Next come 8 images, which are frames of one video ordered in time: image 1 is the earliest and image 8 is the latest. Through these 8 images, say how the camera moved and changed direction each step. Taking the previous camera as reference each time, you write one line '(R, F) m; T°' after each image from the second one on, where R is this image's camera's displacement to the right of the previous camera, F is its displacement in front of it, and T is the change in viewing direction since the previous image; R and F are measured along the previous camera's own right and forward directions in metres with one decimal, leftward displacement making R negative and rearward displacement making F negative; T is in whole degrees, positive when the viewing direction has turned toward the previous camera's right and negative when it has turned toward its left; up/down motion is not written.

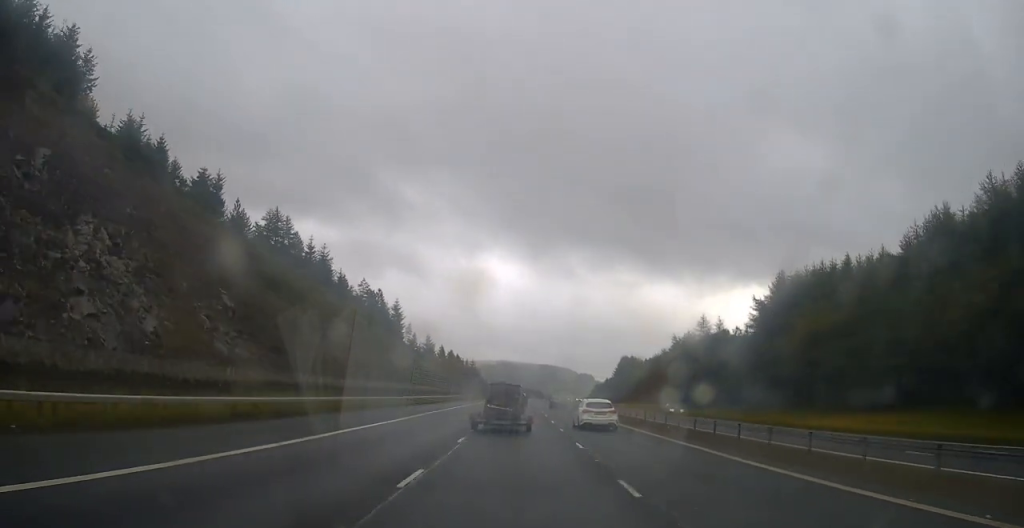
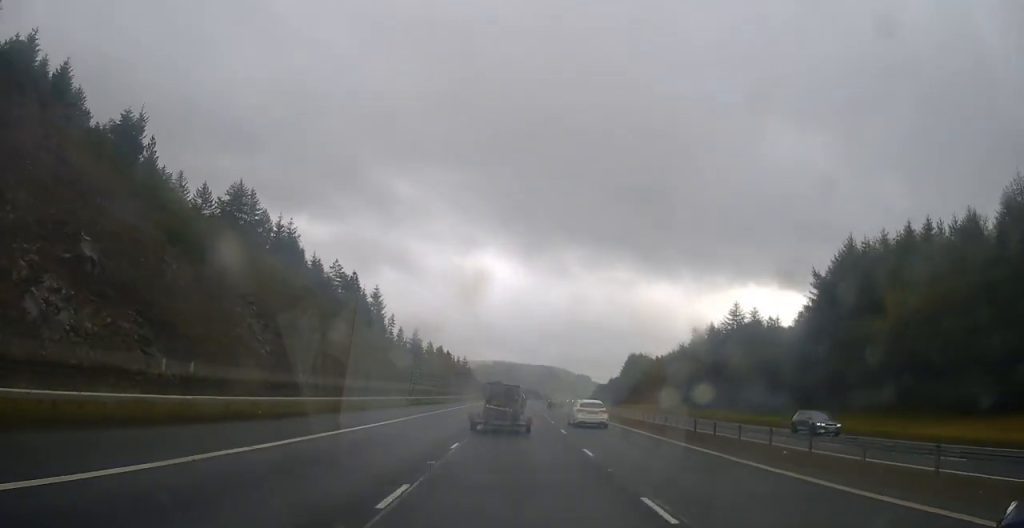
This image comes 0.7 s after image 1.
(-0.3, +19.2) m; 0°
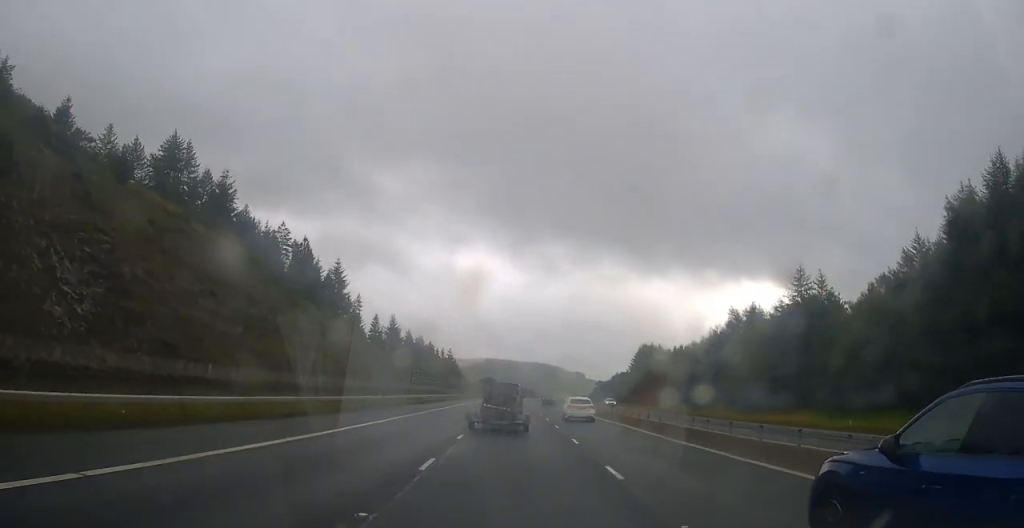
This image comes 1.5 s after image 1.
(0.0, +25.0) m; 0°
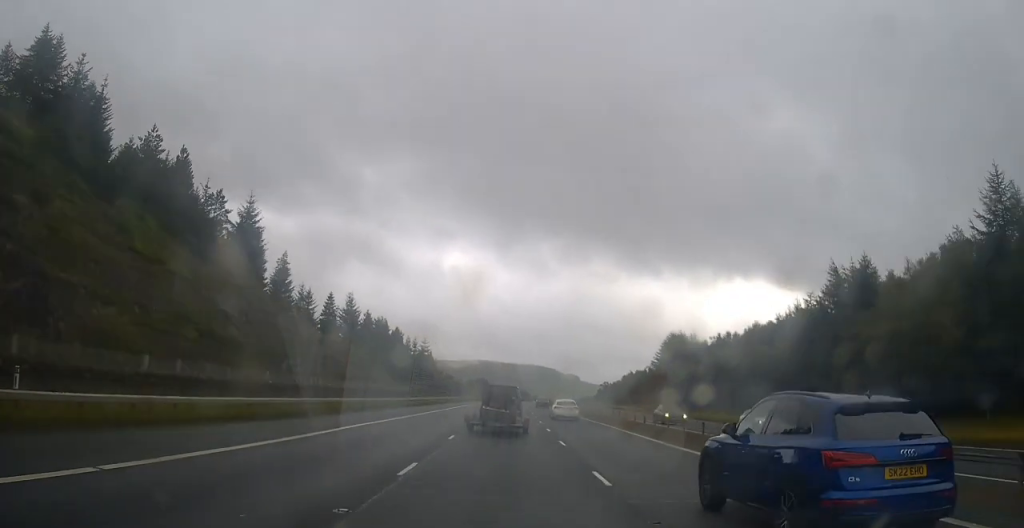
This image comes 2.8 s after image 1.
(+0.3, +35.6) m; 0°
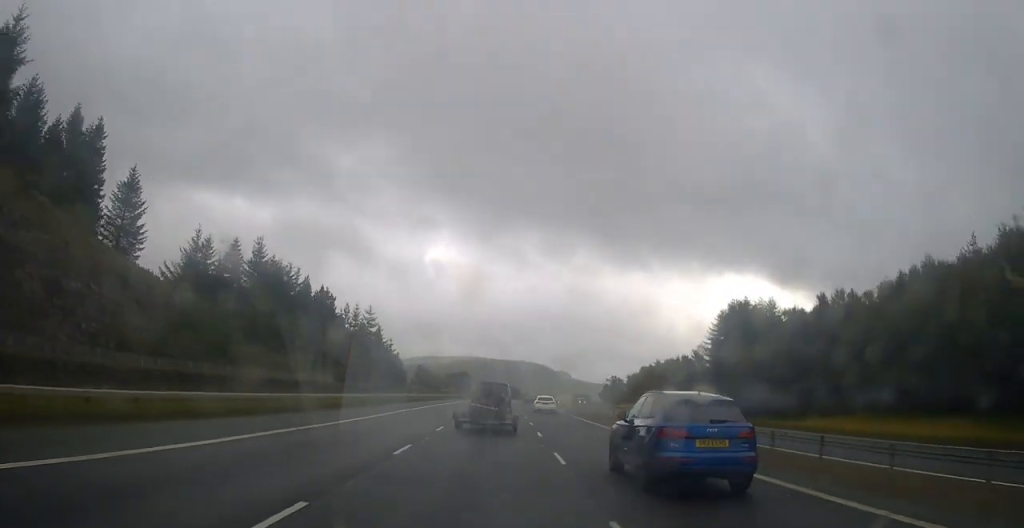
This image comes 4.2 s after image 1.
(+0.1, +41.4) m; +1°
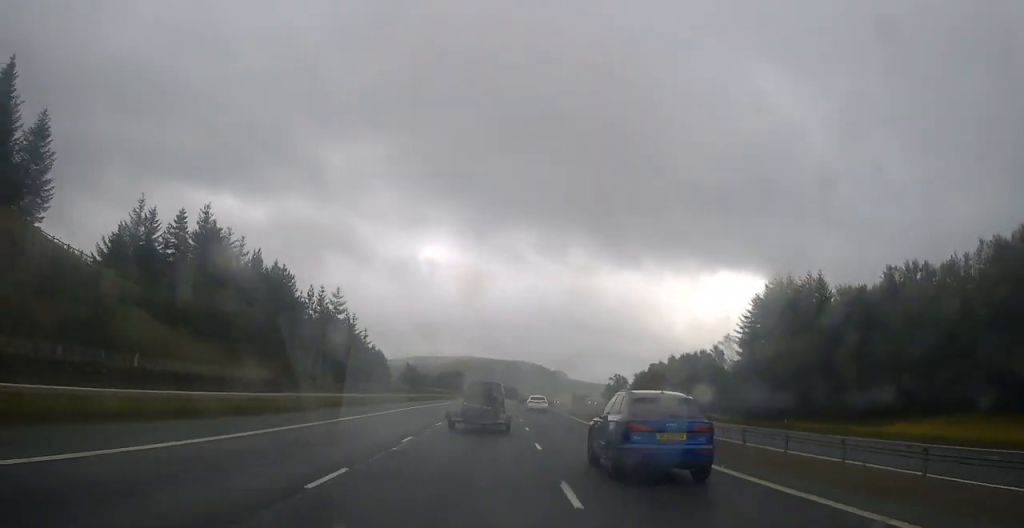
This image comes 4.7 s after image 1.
(+0.2, +14.5) m; +1°
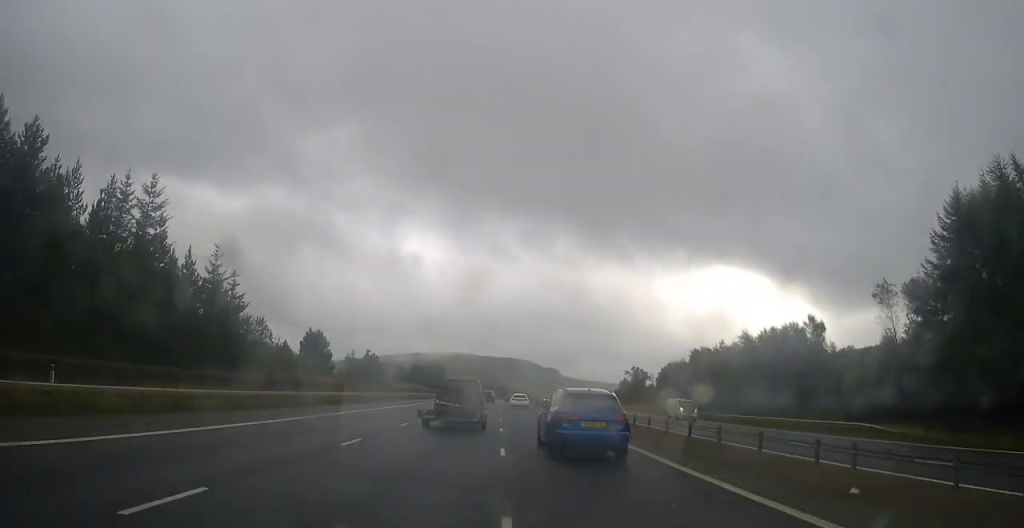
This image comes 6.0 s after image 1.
(+0.7, +38.8) m; +1°
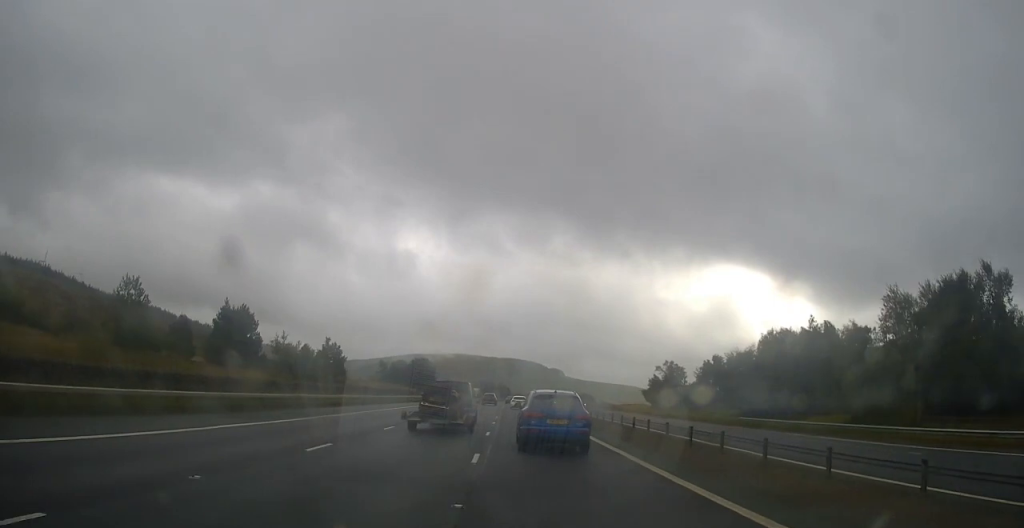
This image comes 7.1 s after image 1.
(-0.5, +30.4) m; -1°
